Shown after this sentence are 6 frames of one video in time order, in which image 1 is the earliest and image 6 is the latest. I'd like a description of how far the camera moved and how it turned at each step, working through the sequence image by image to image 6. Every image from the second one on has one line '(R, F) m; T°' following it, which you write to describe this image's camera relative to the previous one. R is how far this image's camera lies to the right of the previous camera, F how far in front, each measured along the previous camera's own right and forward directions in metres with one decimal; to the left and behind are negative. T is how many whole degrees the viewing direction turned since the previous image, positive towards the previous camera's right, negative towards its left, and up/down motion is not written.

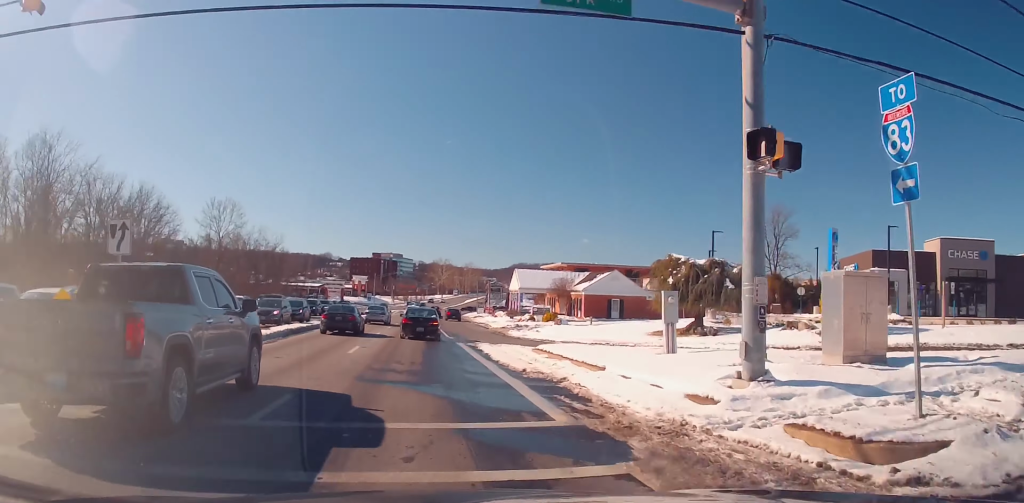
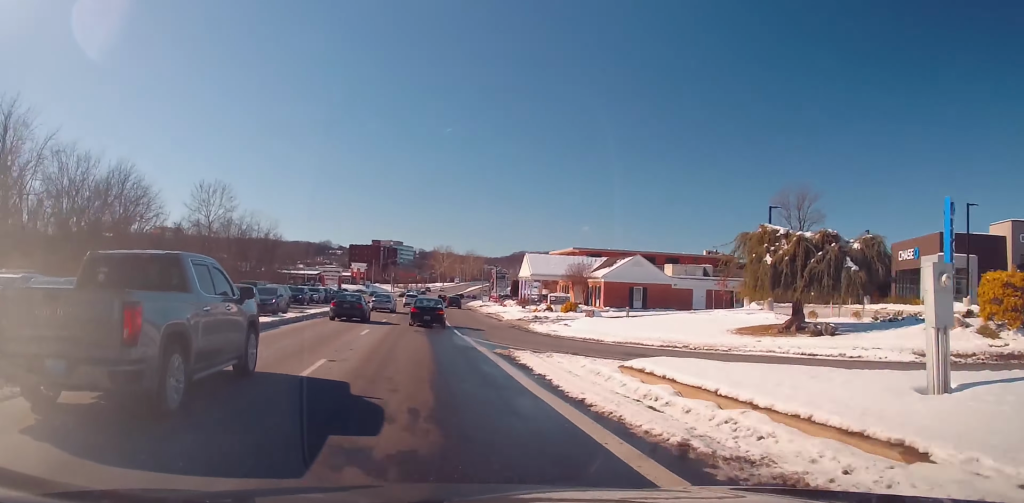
(0.0, +9.2) m; 0°
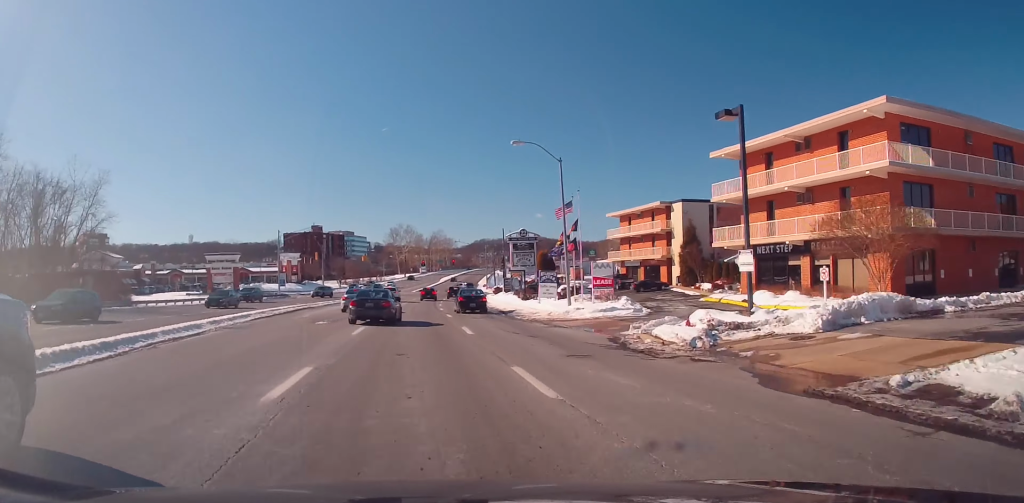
(+1.5, +83.8) m; +4°
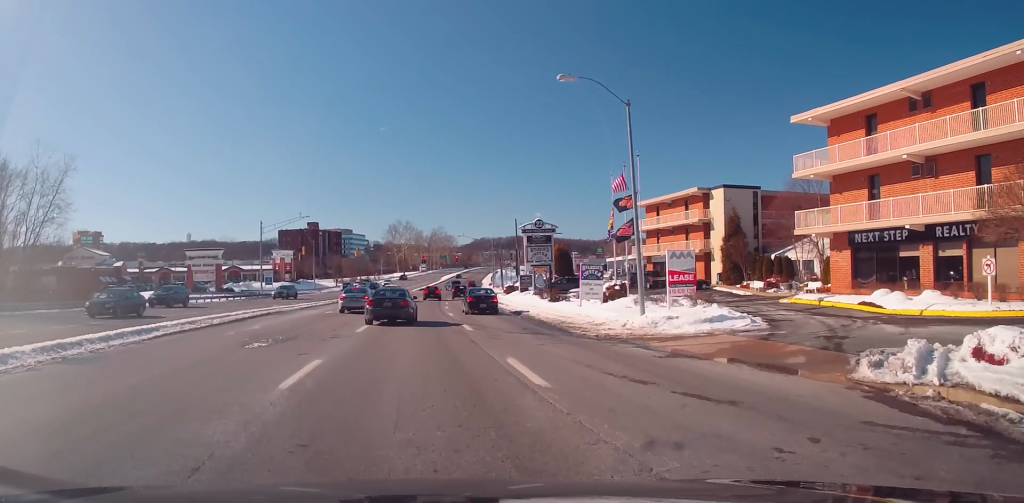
(+0.1, +10.7) m; 0°
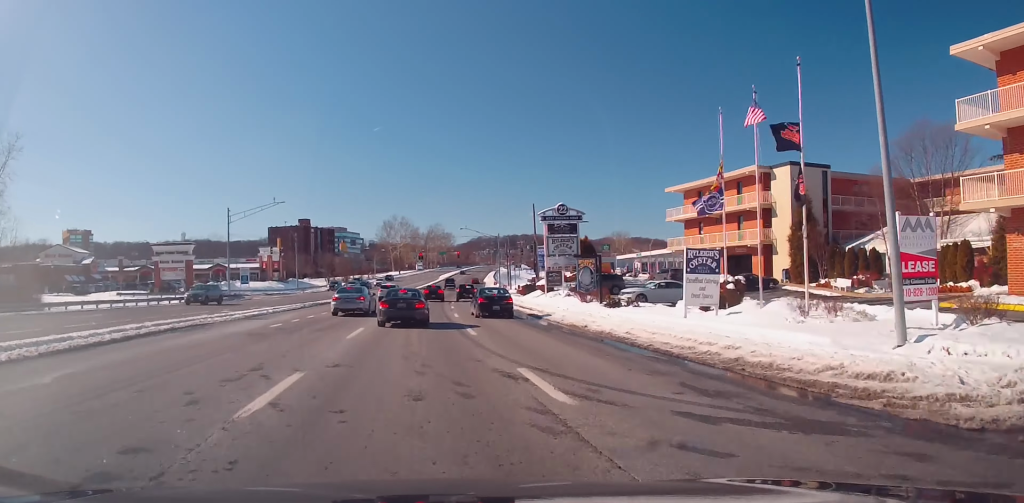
(-0.1, +12.8) m; 0°
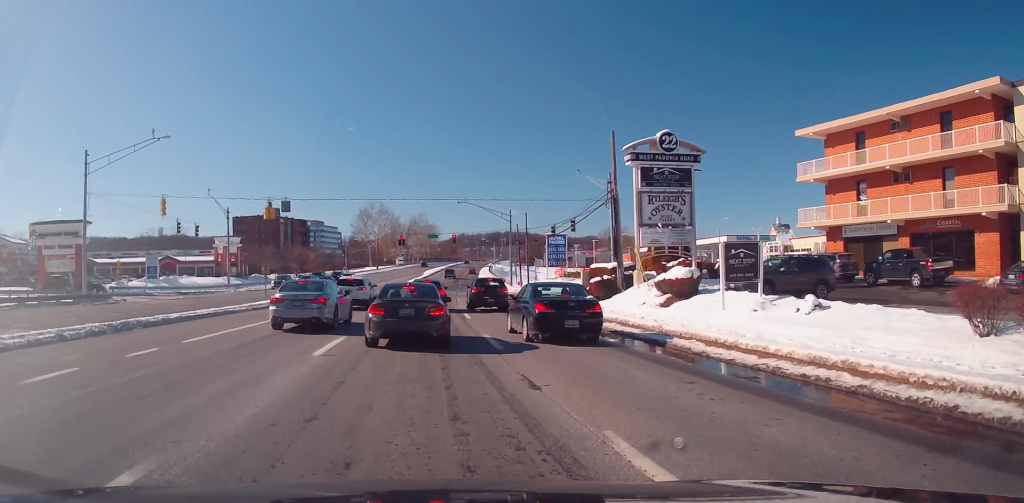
(0.0, +27.9) m; +1°
